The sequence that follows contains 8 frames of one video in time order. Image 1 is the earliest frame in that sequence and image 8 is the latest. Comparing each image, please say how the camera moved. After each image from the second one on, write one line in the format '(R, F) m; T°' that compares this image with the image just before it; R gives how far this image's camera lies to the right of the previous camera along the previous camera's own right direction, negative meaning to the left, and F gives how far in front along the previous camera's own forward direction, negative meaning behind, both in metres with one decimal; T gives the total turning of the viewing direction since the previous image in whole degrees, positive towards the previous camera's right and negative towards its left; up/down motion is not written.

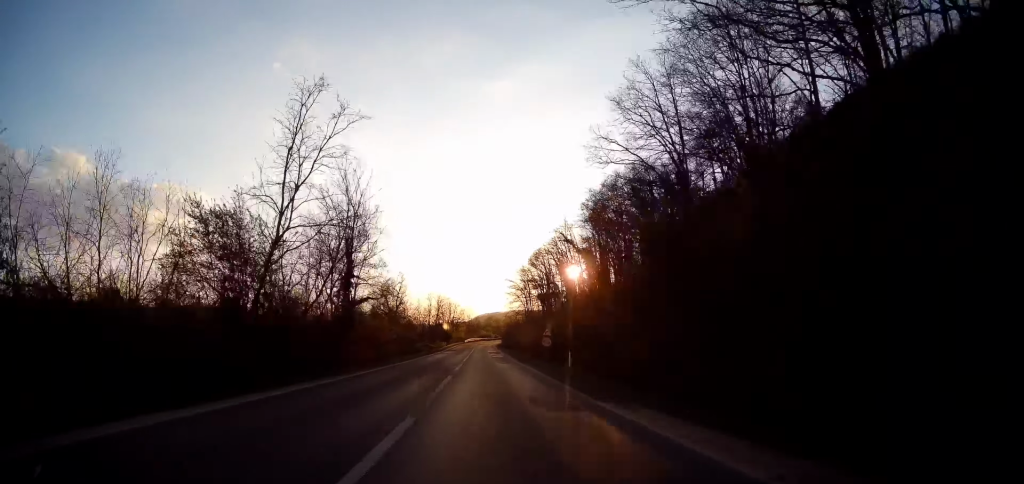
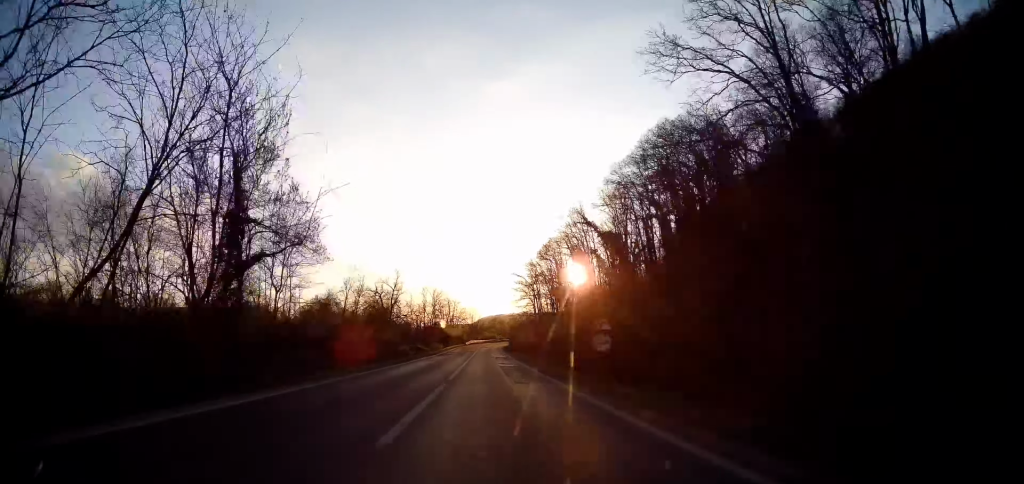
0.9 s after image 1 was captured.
(0.0, +17.2) m; 0°
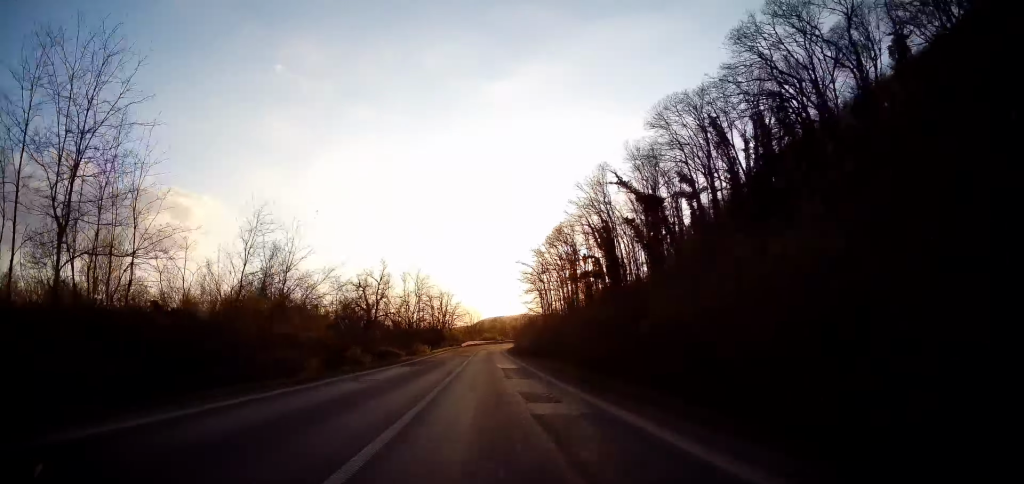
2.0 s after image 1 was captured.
(0.0, +22.7) m; 0°
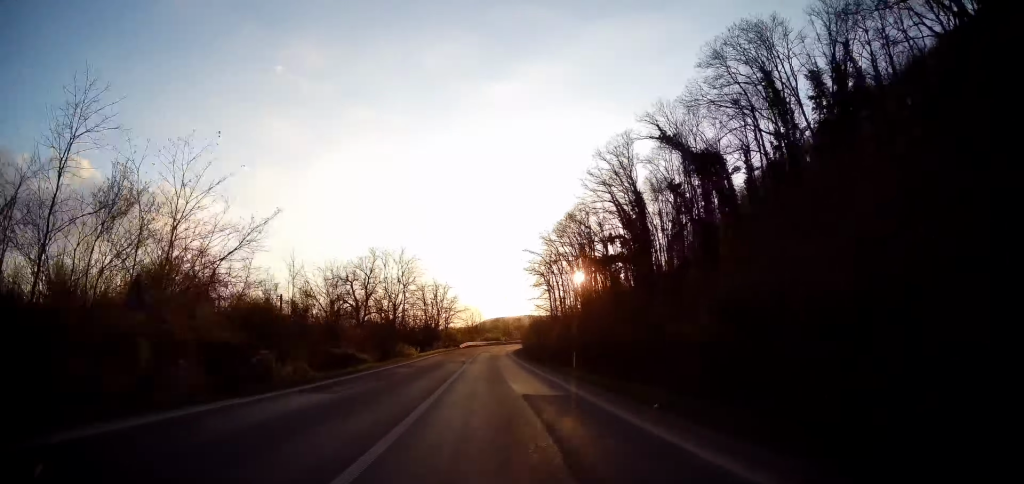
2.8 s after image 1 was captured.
(0.0, +15.4) m; 0°
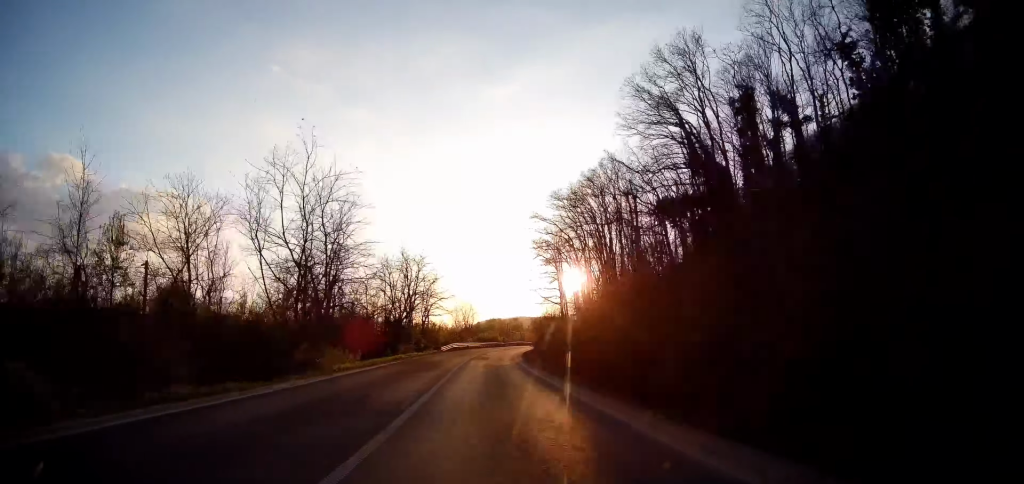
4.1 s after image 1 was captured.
(0.0, +27.5) m; 0°
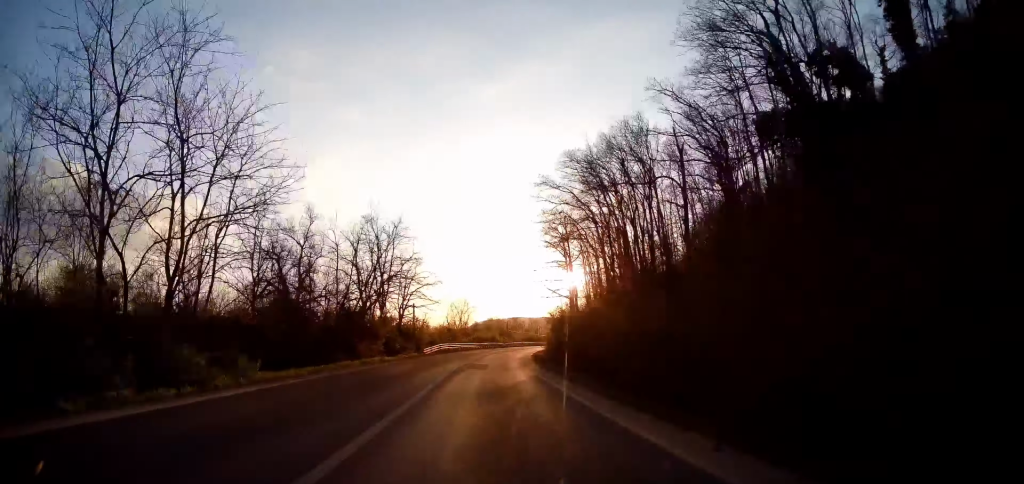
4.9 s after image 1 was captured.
(0.0, +15.5) m; 0°
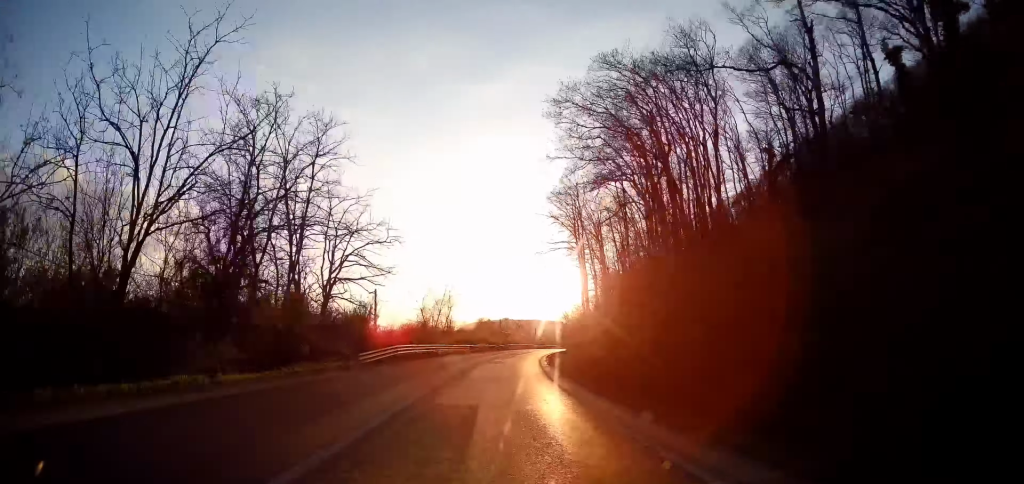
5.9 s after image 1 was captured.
(0.0, +20.9) m; 0°
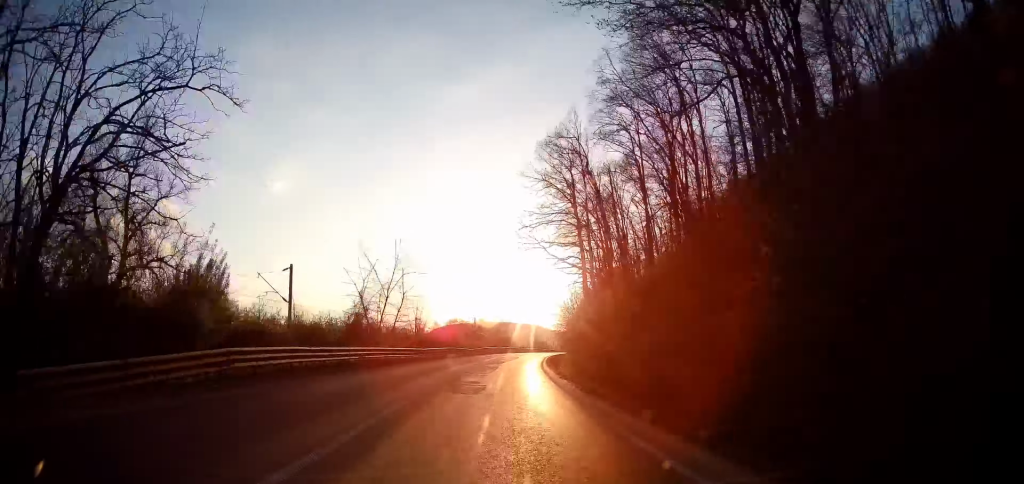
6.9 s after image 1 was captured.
(0.0, +18.9) m; +3°
